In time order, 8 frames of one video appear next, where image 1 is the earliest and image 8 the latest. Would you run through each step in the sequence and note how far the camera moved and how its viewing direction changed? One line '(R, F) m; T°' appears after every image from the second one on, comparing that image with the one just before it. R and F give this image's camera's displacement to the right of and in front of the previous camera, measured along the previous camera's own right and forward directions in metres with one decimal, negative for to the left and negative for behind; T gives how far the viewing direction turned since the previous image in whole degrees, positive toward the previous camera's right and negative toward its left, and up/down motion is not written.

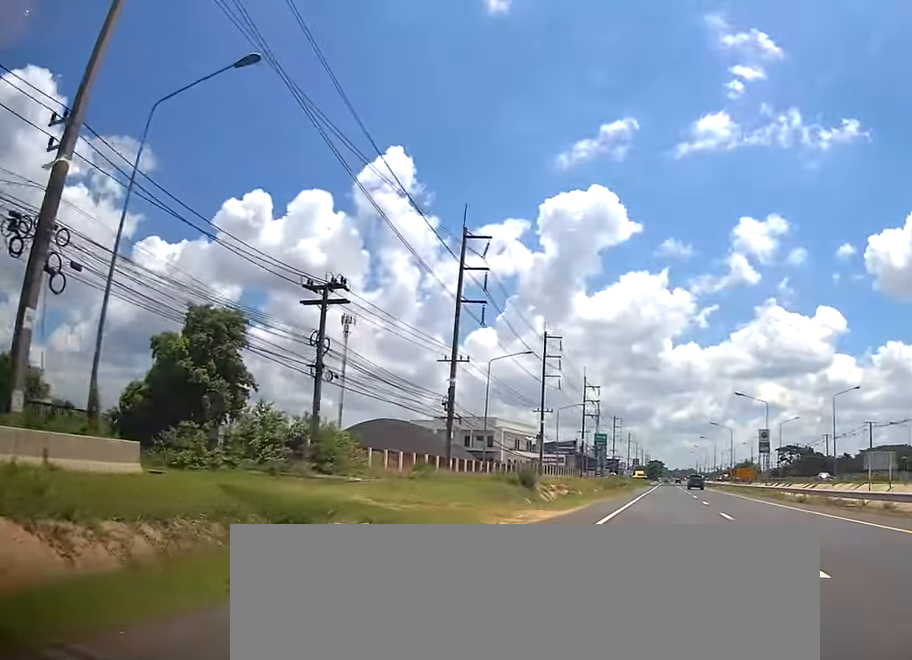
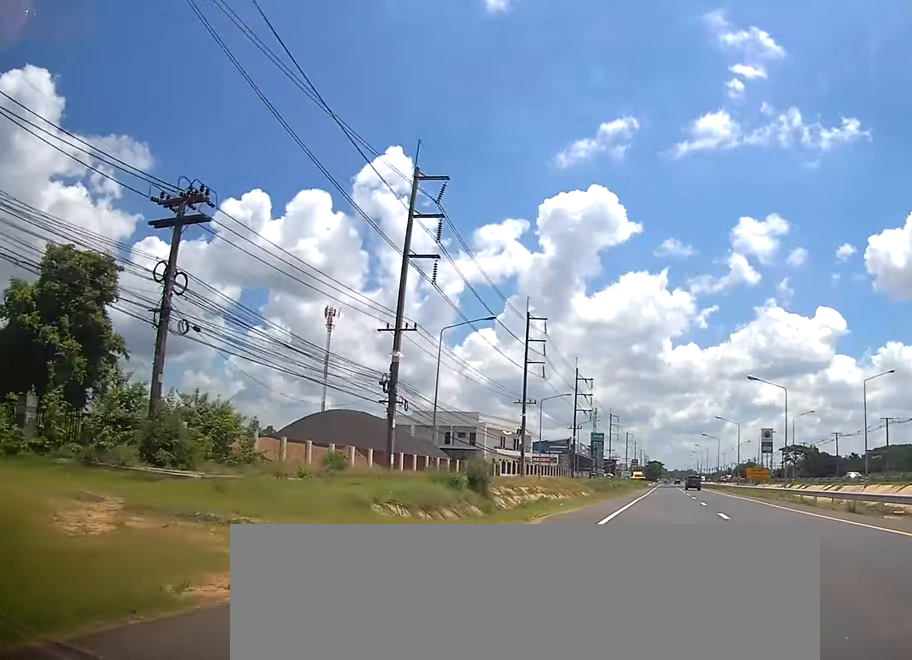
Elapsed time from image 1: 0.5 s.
(+0.3, +11.7) m; 0°
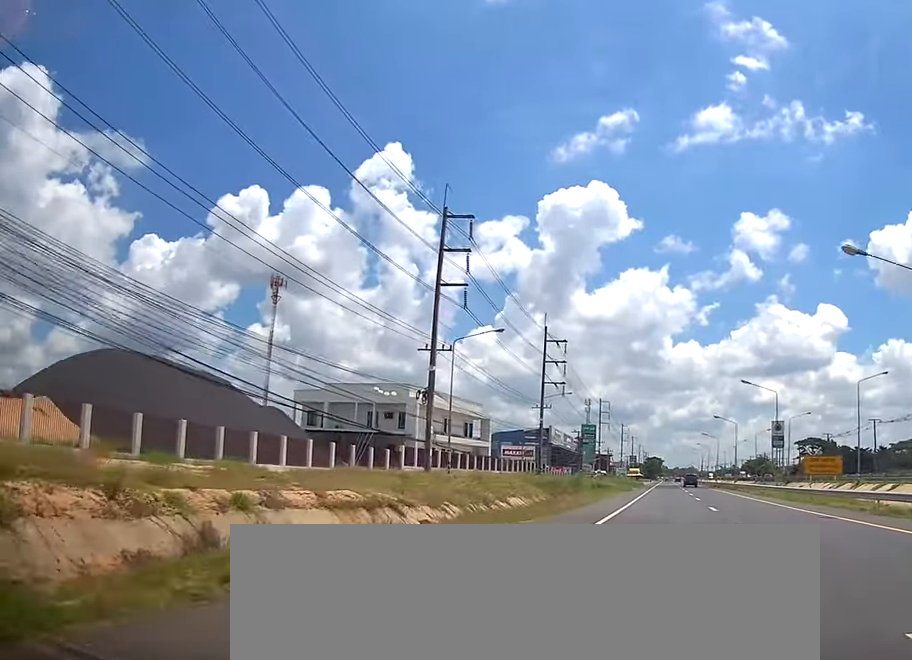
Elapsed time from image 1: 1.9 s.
(-0.2, +32.3) m; 0°
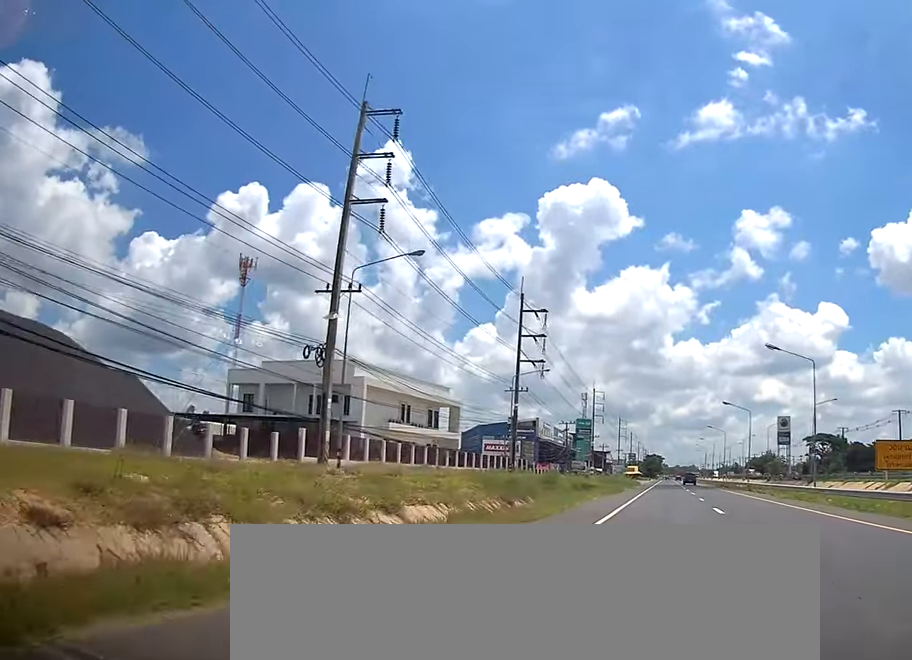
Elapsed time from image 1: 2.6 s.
(+0.4, +15.4) m; 0°
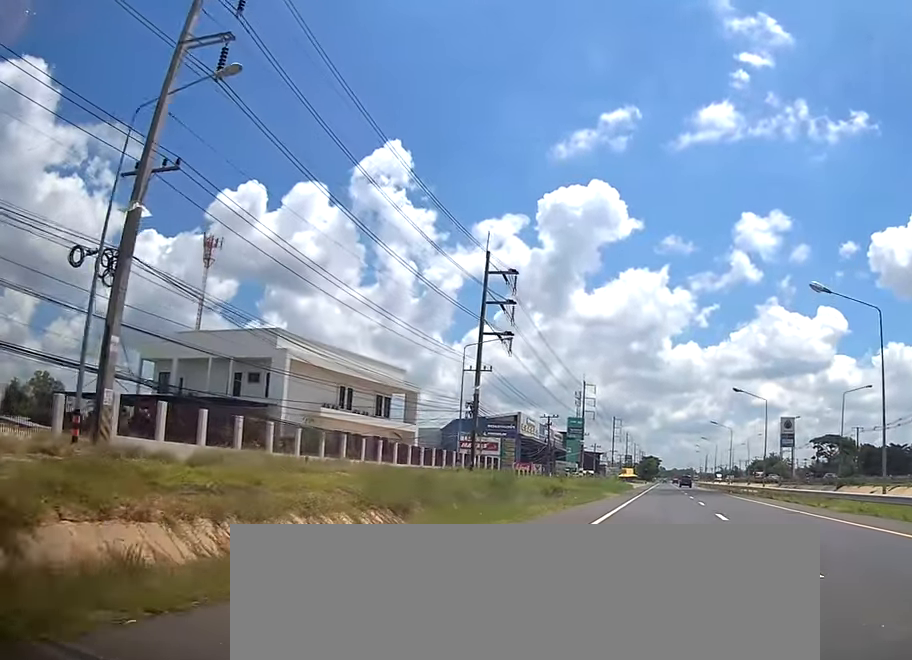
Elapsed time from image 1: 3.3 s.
(-0.4, +14.6) m; 0°
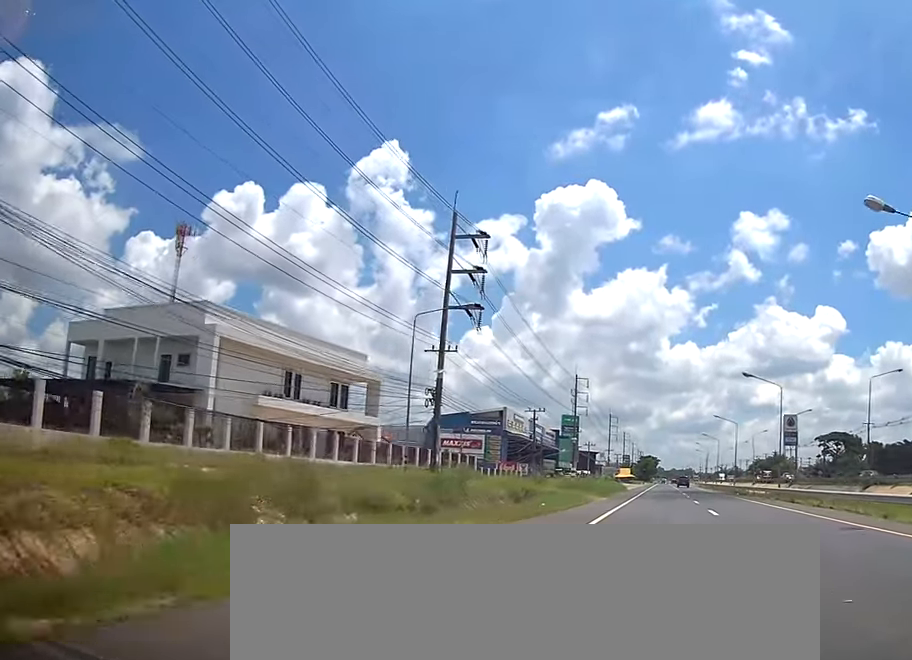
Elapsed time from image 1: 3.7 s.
(-0.1, +9.4) m; 0°
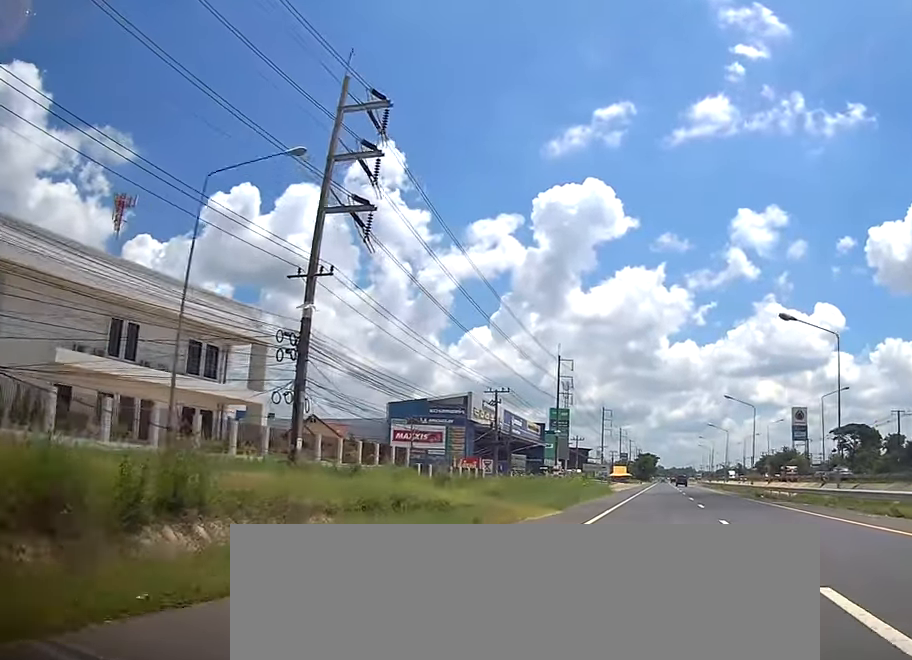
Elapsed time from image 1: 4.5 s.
(+0.7, +19.1) m; 0°
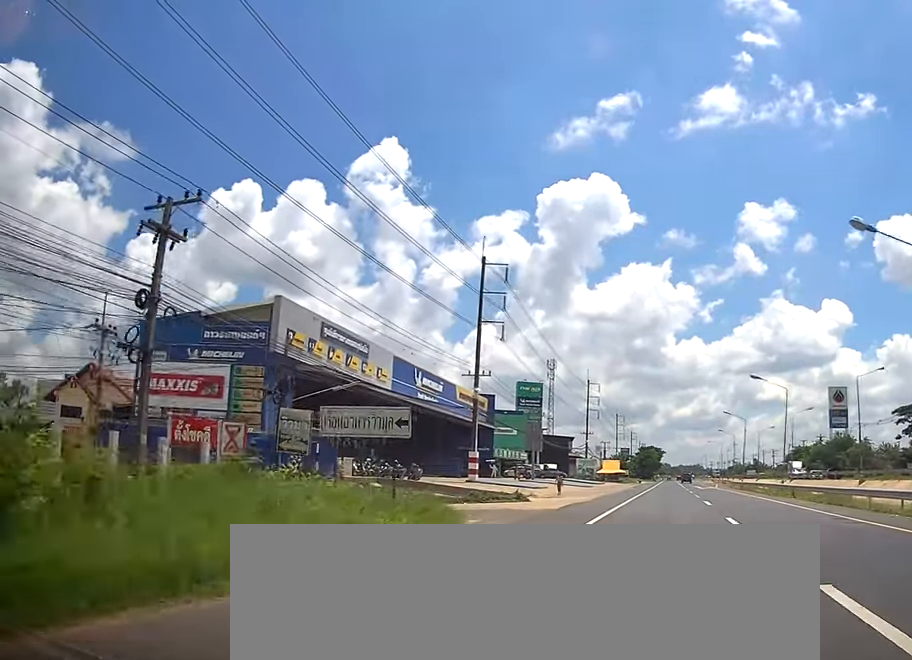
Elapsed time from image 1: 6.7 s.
(-0.1, +47.8) m; 0°
